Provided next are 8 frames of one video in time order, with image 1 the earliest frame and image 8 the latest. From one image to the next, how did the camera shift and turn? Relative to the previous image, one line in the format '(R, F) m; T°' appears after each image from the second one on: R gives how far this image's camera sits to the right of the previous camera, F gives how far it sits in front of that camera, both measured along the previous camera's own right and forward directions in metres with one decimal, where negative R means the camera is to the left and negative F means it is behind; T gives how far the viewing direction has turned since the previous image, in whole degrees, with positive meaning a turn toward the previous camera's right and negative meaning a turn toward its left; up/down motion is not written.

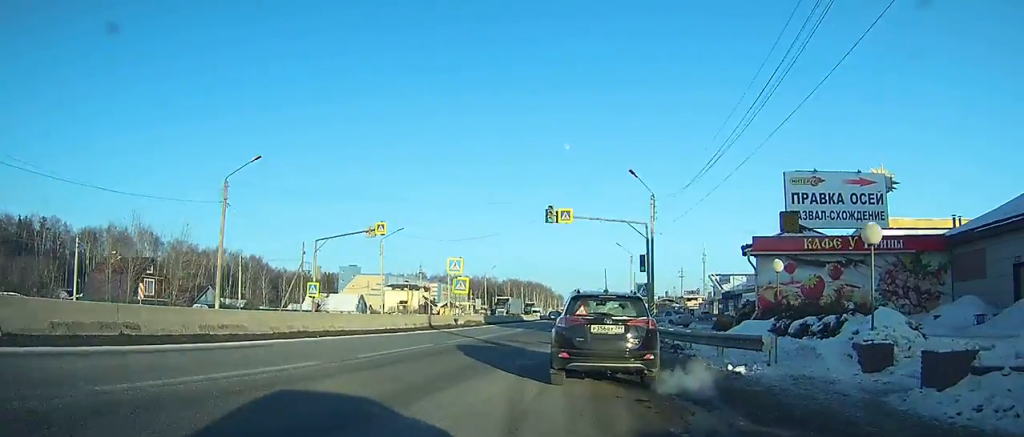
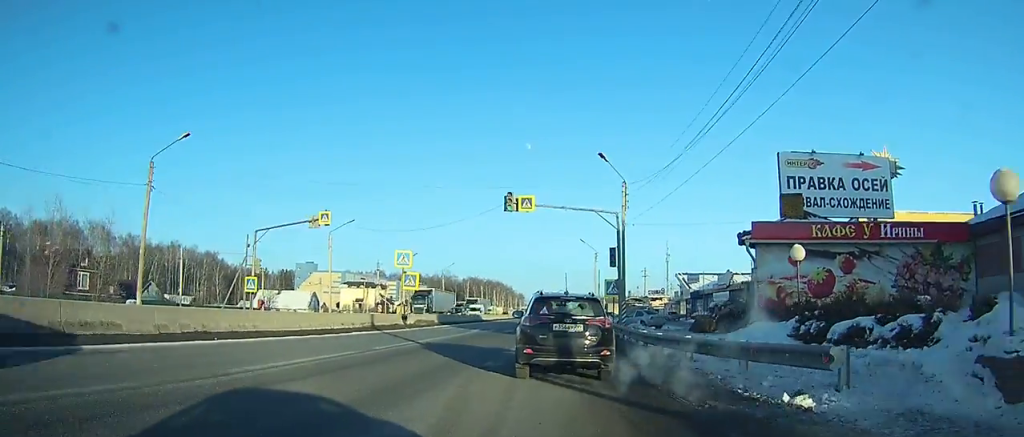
(+0.4, +6.3) m; +3°
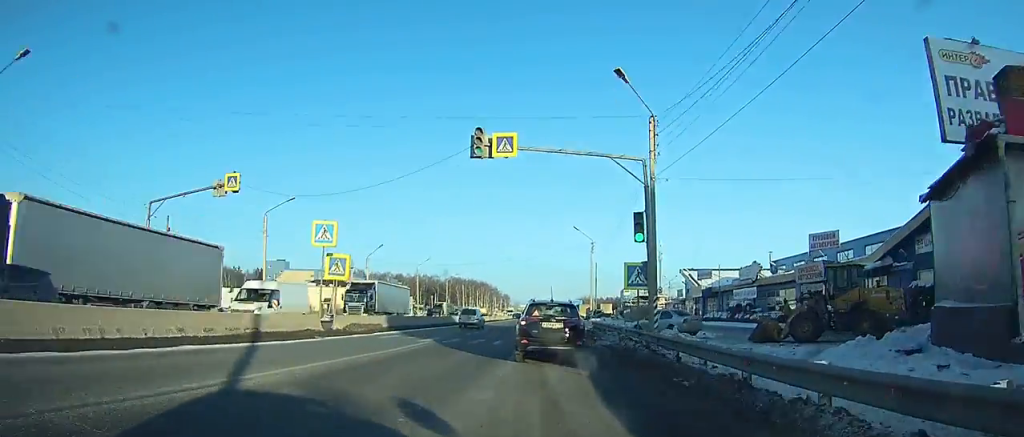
(+0.2, +16.0) m; +1°
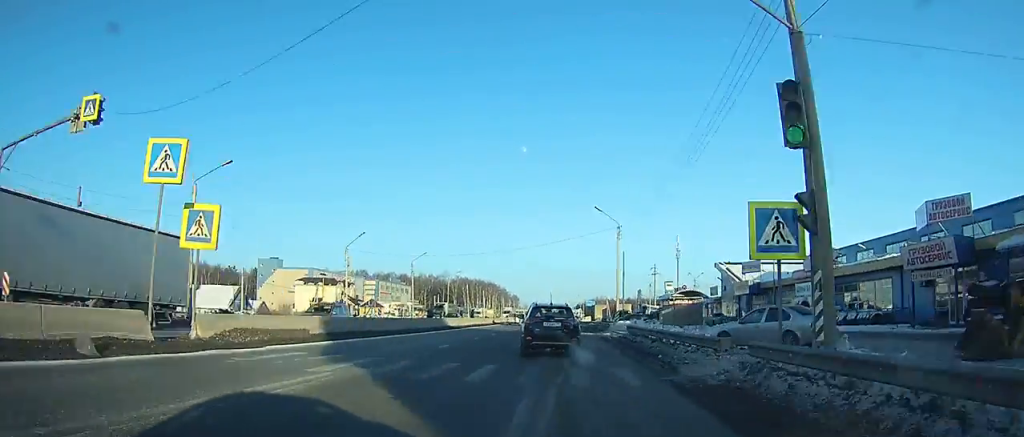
(-0.1, +13.7) m; 0°
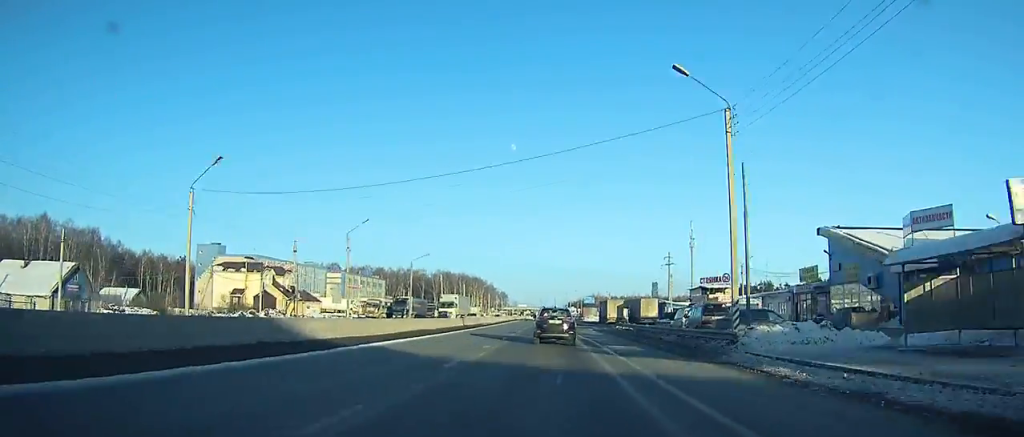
(+0.1, +31.8) m; +1°
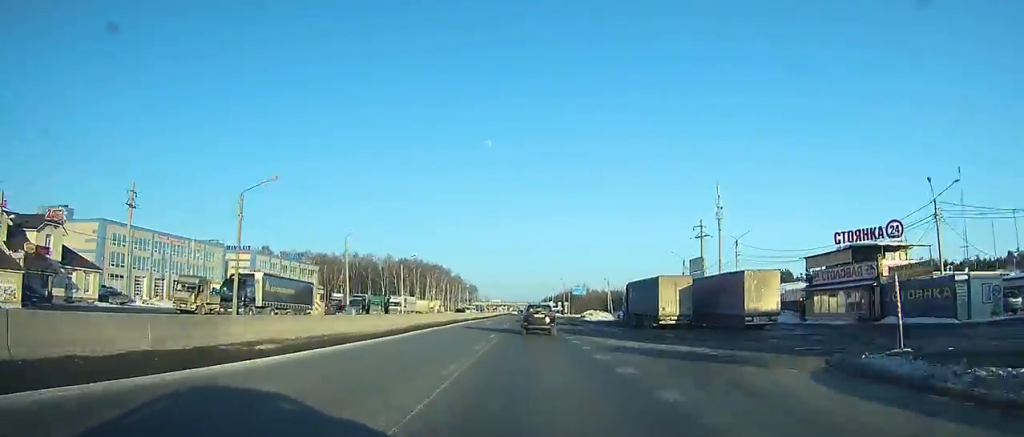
(+0.9, +49.4) m; +2°
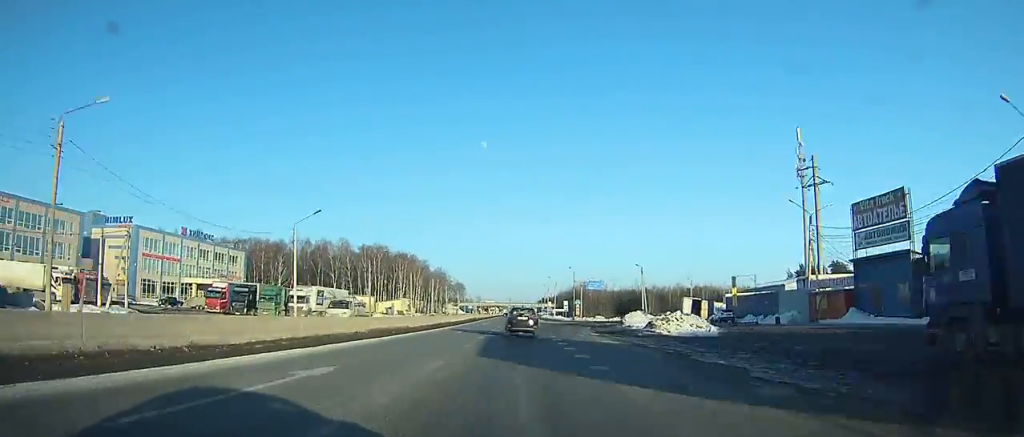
(+0.4, +45.8) m; +1°
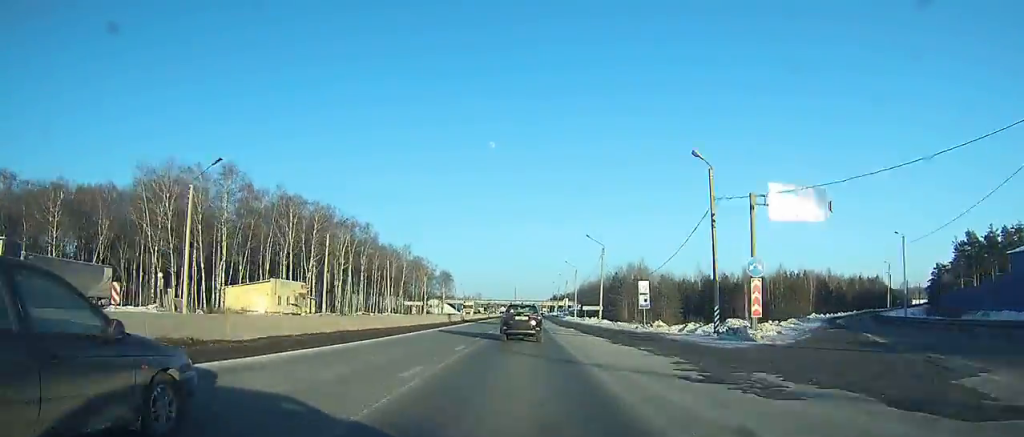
(+0.1, +79.1) m; 0°
